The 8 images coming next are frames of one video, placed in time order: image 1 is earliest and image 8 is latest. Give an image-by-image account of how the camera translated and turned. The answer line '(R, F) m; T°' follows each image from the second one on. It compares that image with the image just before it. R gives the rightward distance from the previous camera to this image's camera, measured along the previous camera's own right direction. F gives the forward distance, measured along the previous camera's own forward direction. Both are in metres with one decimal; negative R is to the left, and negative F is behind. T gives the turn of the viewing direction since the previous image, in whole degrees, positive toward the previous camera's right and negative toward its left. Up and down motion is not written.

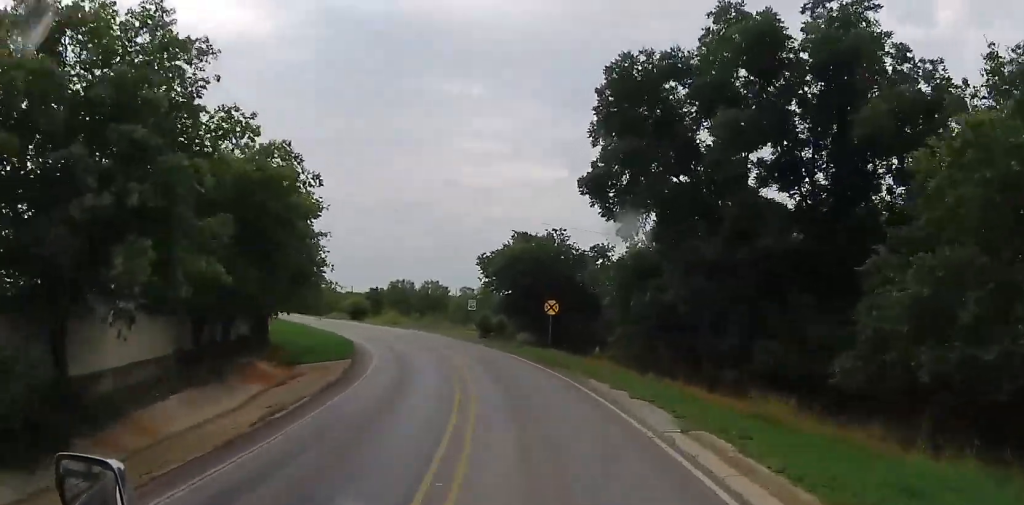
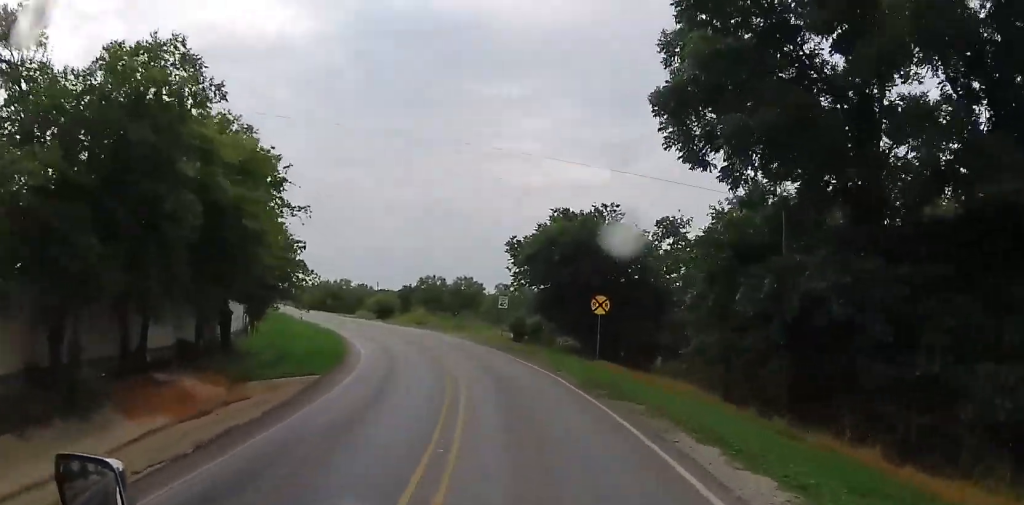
(-0.2, +9.9) m; -1°
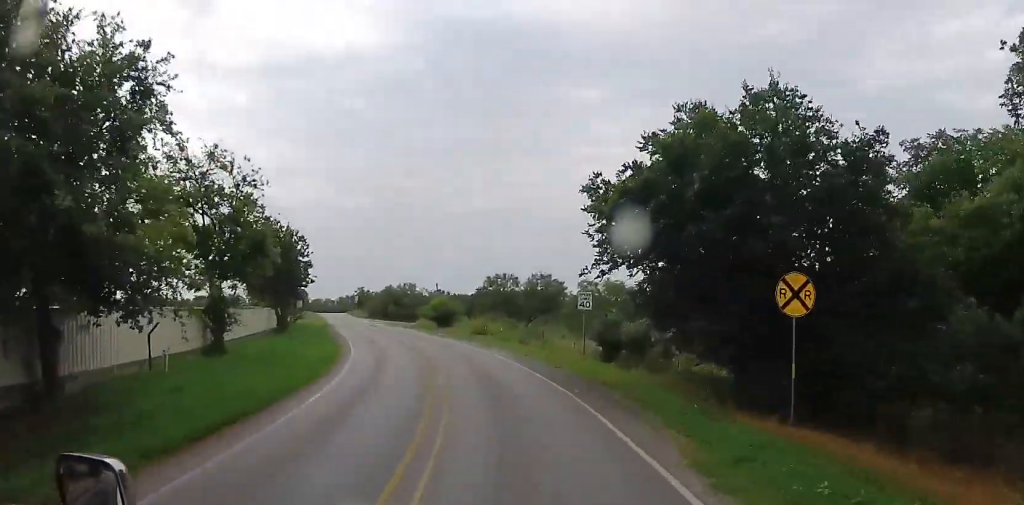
(-0.2, +17.4) m; -6°
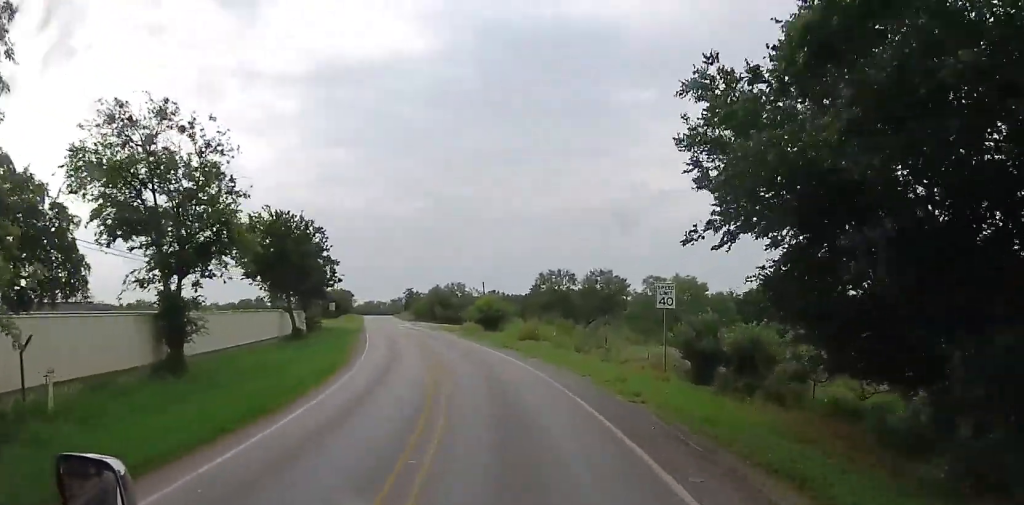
(-0.6, +9.0) m; -5°
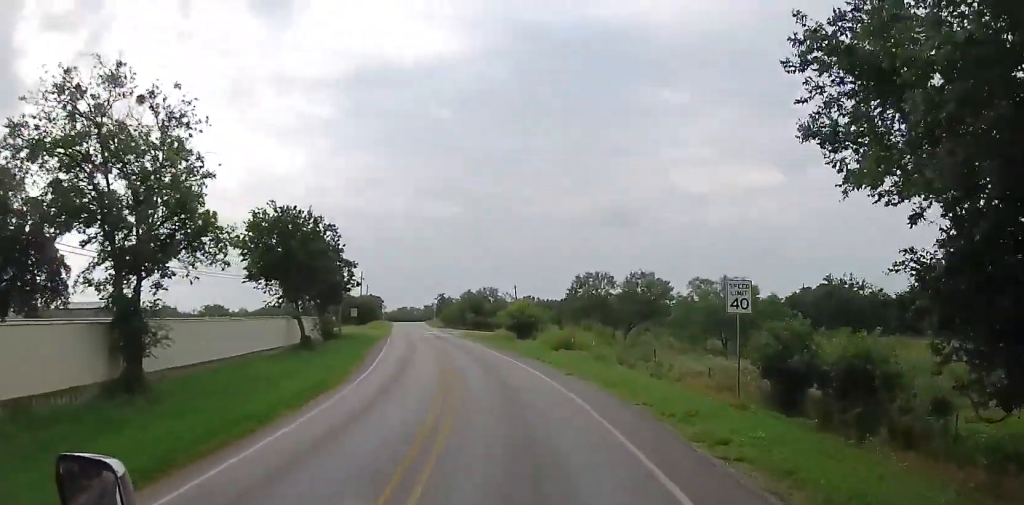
(0.0, +5.2) m; -3°
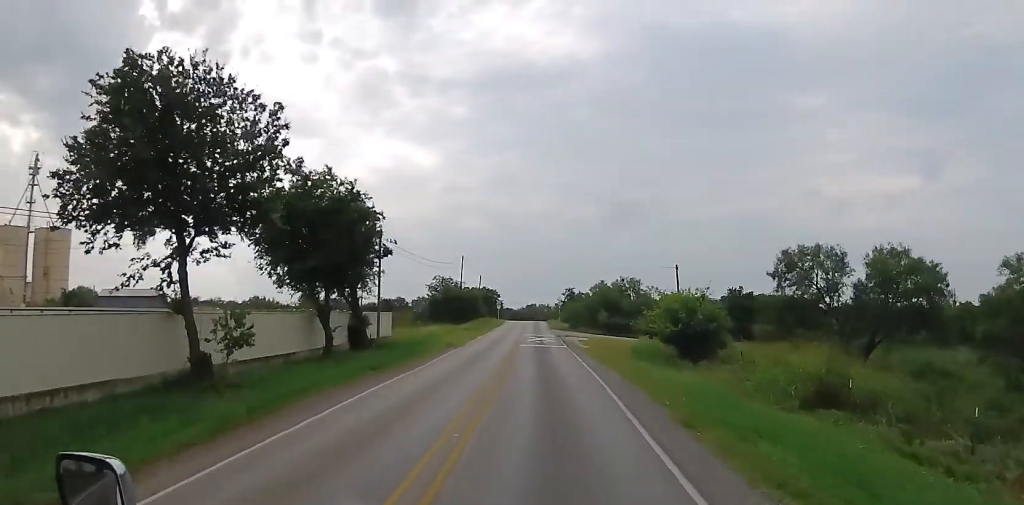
(-3.5, +28.7) m; -18°
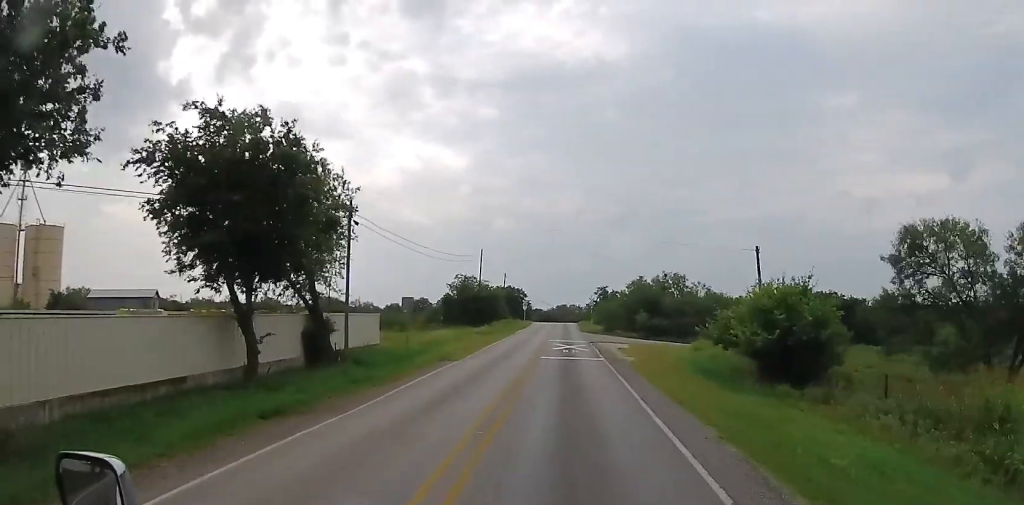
(-1.4, +11.7) m; -7°
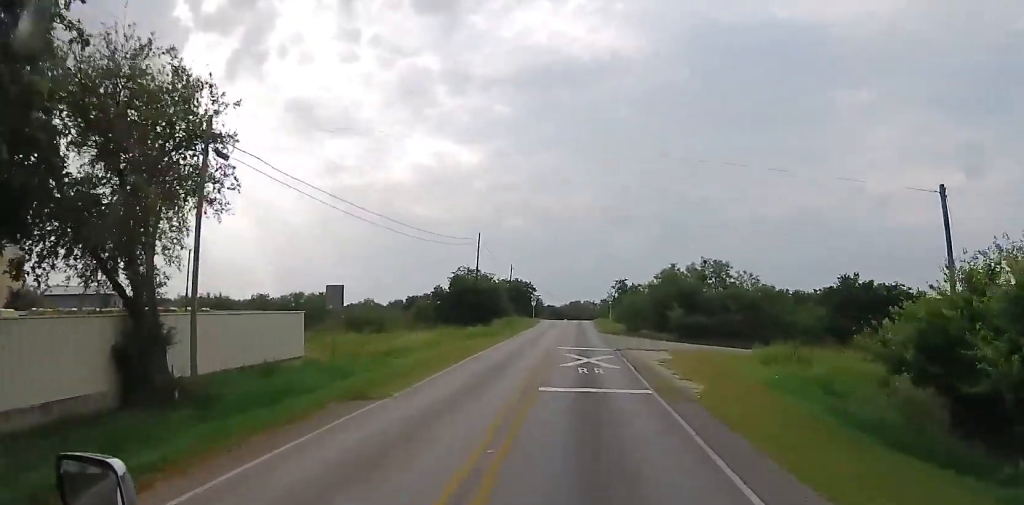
(-0.7, +15.2) m; -1°
